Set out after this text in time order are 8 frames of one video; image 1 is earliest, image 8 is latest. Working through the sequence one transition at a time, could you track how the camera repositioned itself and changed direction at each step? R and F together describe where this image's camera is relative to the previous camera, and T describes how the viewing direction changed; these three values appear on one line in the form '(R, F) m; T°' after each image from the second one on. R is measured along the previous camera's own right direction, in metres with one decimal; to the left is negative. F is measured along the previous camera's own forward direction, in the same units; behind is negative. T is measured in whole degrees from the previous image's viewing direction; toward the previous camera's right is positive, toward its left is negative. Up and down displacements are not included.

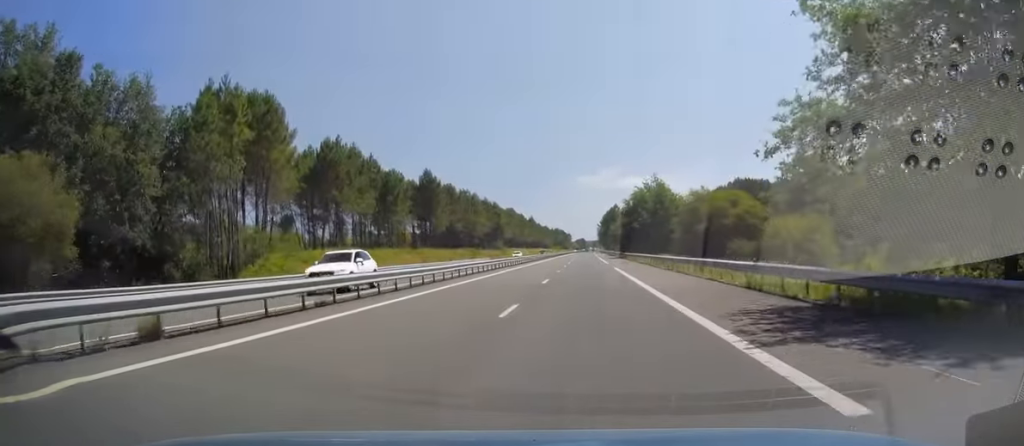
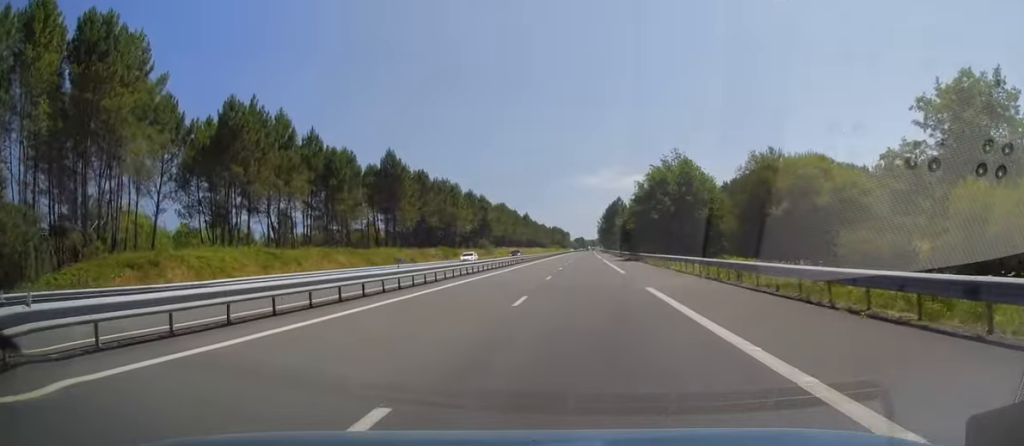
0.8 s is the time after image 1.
(0.0, +23.6) m; 0°
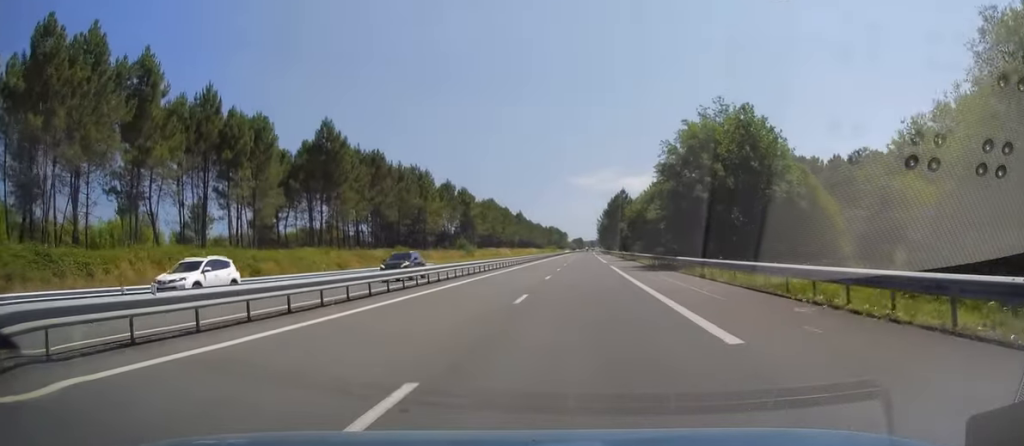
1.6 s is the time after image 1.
(0.0, +25.0) m; 0°
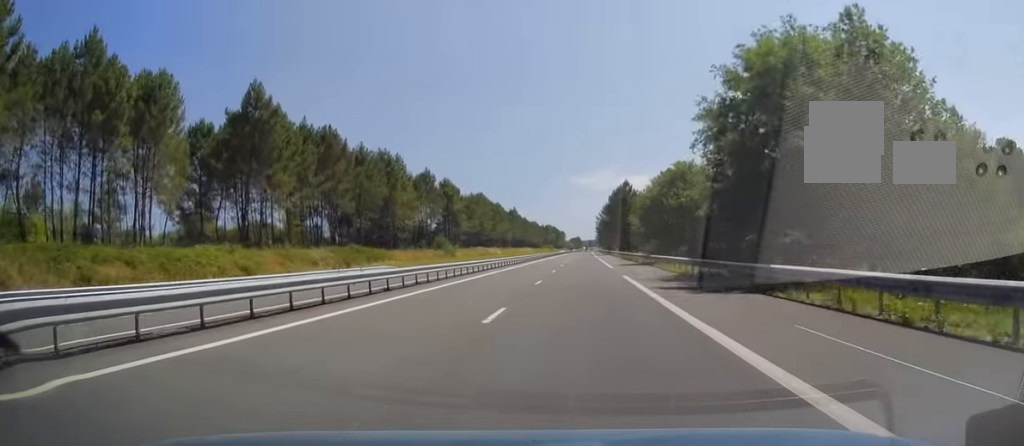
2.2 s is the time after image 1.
(0.0, +17.7) m; 0°
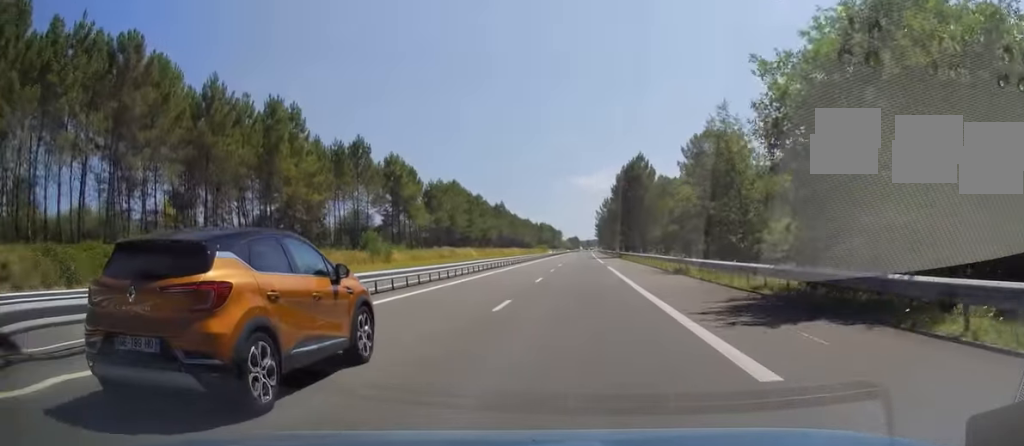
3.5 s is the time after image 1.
(0.0, +36.8) m; +1°
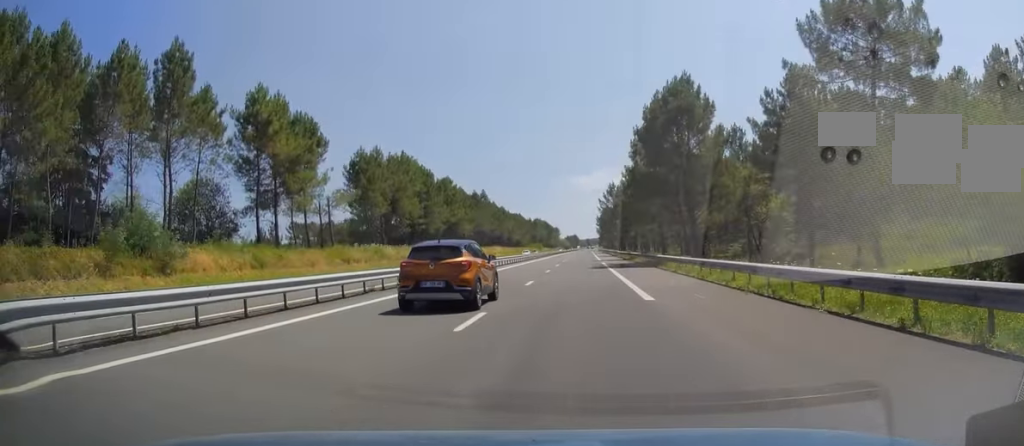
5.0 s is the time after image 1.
(+0.2, +42.7) m; 0°
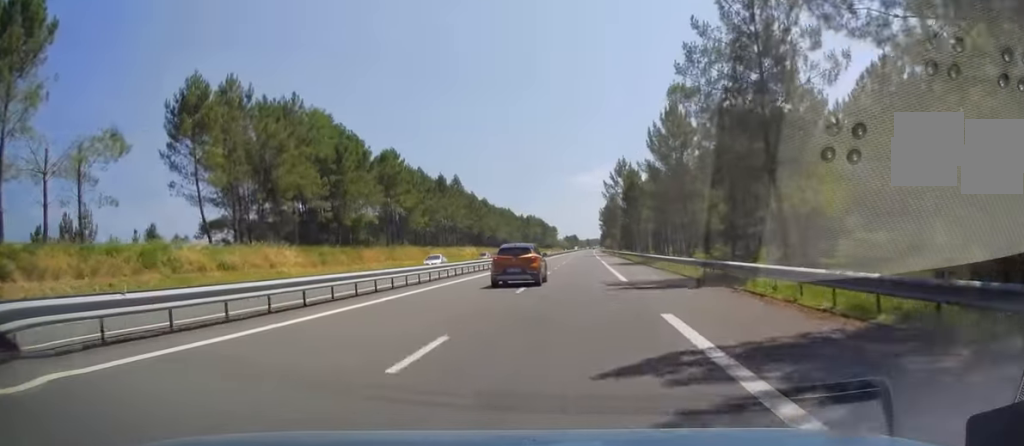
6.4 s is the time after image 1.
(+0.1, +42.7) m; 0°
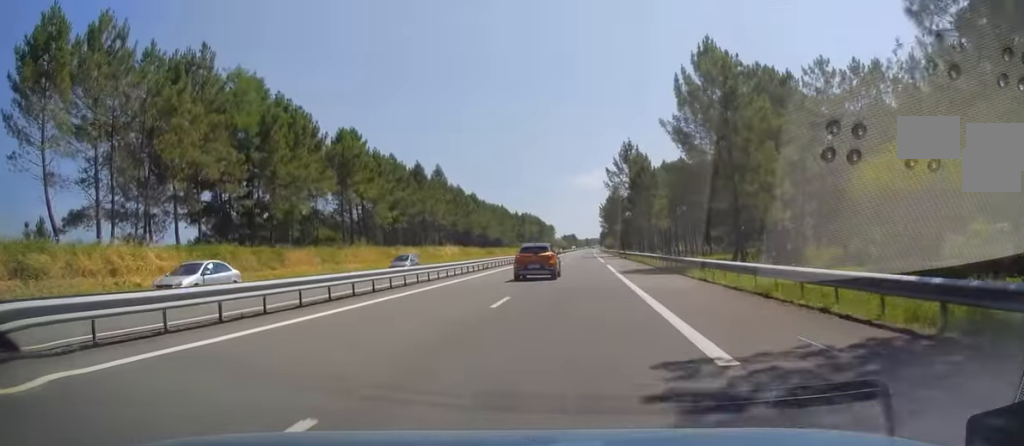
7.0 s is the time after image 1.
(-0.2, +18.2) m; -1°
